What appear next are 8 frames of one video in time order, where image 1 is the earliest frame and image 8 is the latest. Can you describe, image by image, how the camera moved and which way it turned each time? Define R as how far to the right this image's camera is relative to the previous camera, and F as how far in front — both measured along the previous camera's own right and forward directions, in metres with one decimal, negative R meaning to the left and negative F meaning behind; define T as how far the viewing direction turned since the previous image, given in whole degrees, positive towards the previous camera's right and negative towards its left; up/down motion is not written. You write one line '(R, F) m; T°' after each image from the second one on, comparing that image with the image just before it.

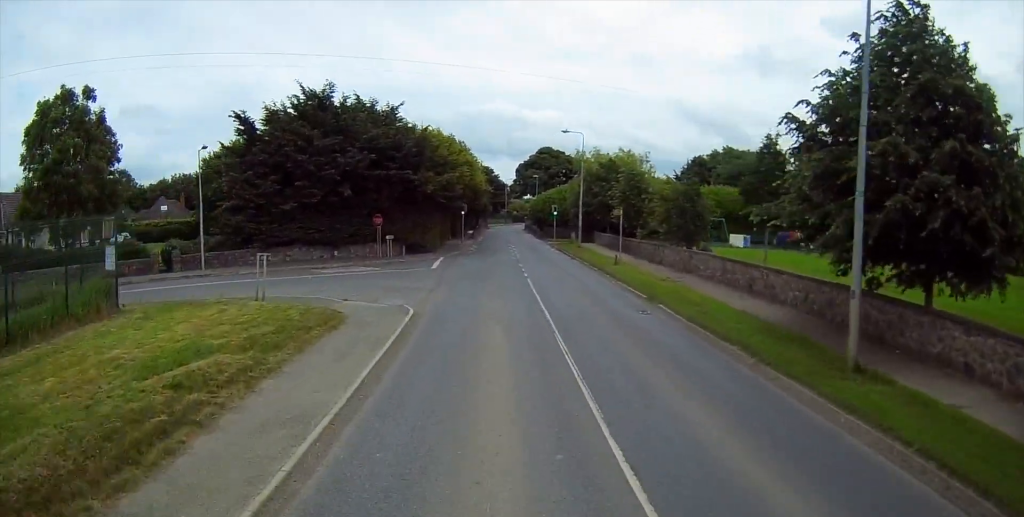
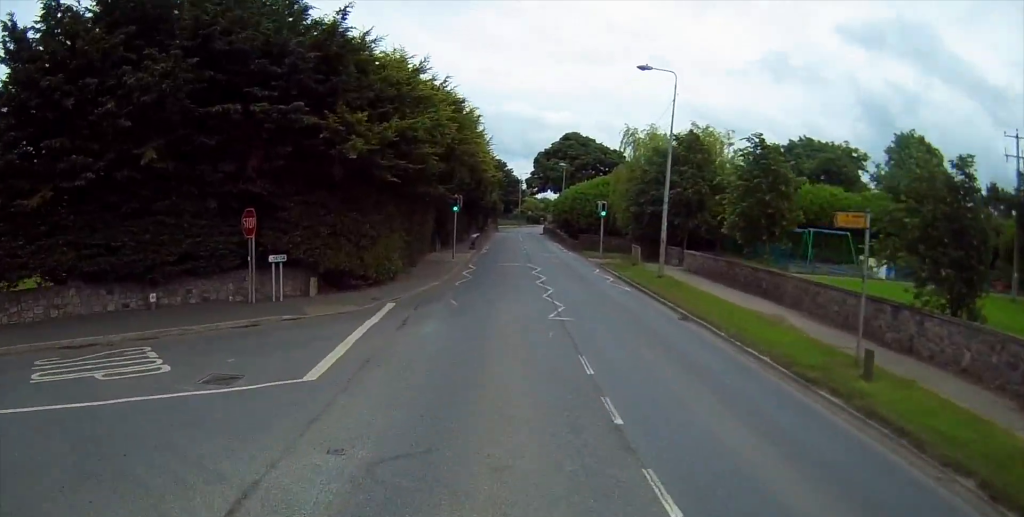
(0.0, +22.1) m; 0°
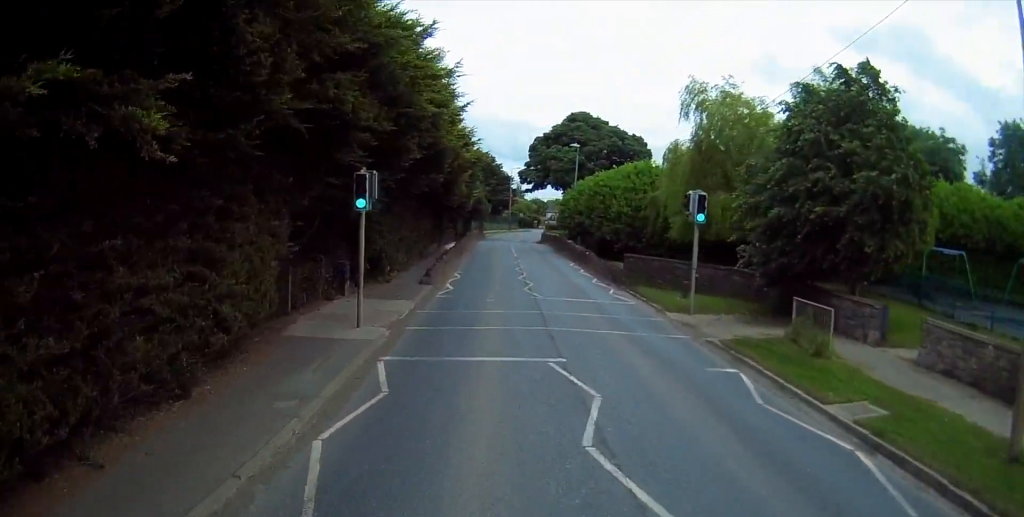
(0.0, +20.7) m; 0°
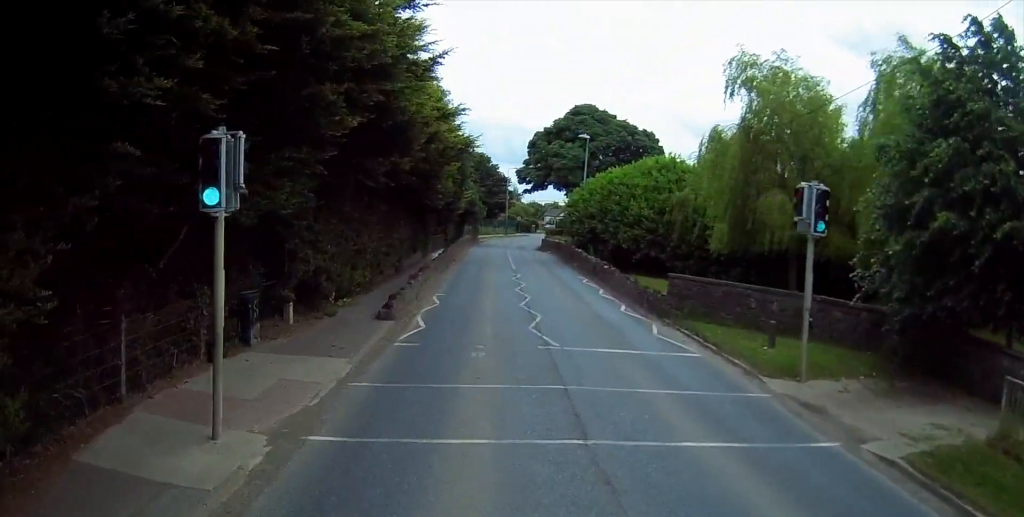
(0.0, +7.3) m; 0°
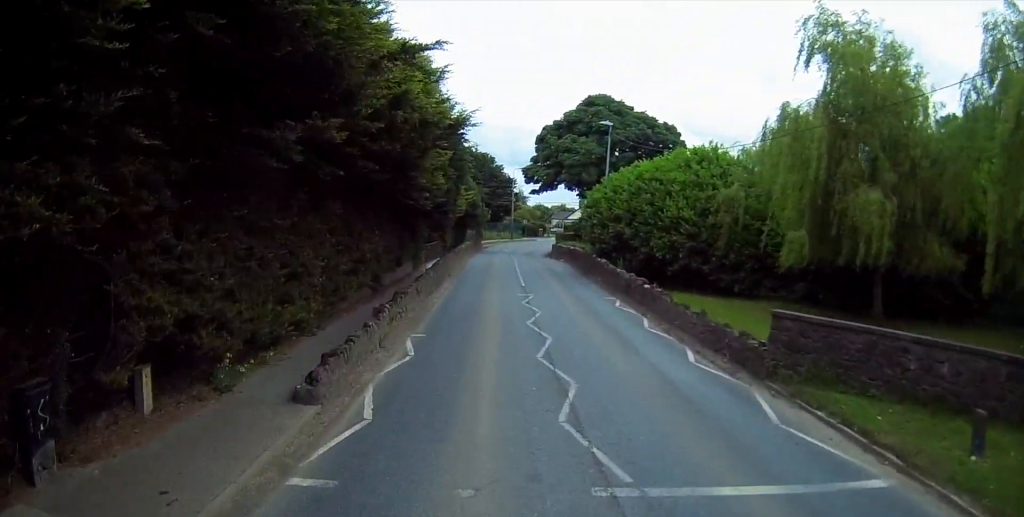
(0.0, +6.7) m; 0°
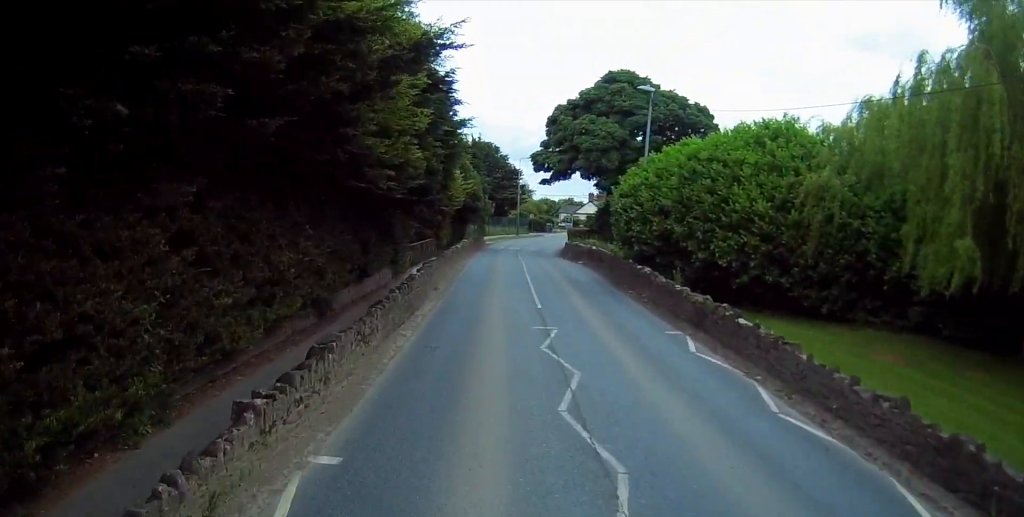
(0.0, +8.0) m; 0°
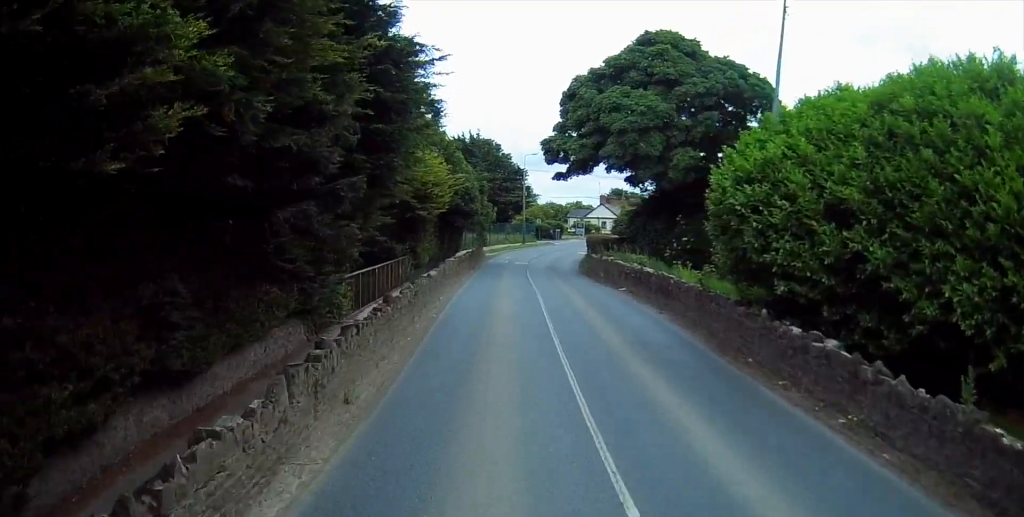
(0.0, +12.3) m; -2°
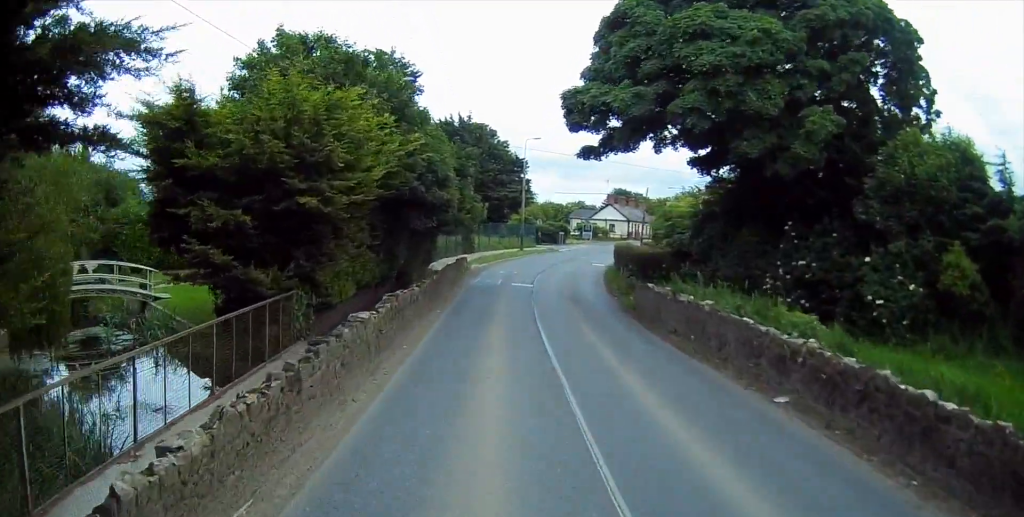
(-0.4, +15.4) m; +1°
